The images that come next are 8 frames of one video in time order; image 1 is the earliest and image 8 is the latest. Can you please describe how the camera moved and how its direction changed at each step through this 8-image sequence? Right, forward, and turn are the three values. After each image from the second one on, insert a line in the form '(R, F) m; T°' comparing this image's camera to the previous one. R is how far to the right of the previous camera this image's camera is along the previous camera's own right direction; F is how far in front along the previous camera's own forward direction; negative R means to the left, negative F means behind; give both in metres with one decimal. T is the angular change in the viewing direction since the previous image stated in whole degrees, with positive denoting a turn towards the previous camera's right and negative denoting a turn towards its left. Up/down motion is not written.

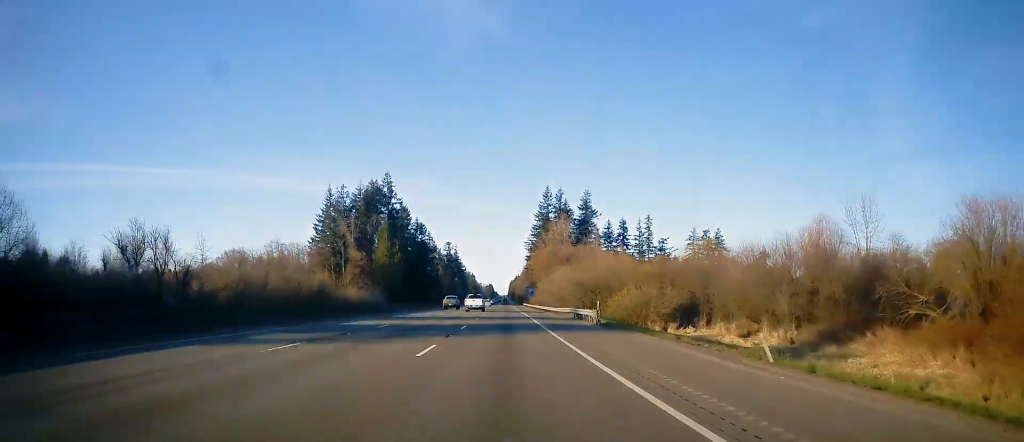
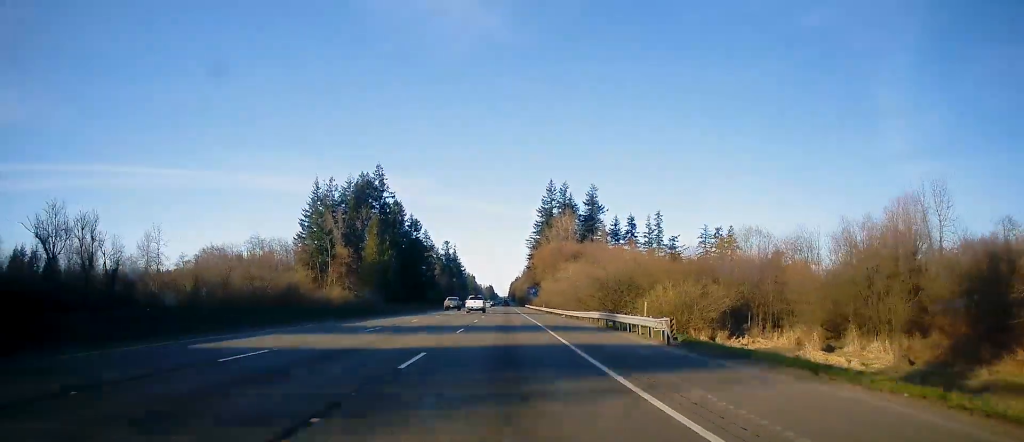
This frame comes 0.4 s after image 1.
(-0.2, +14.5) m; 0°
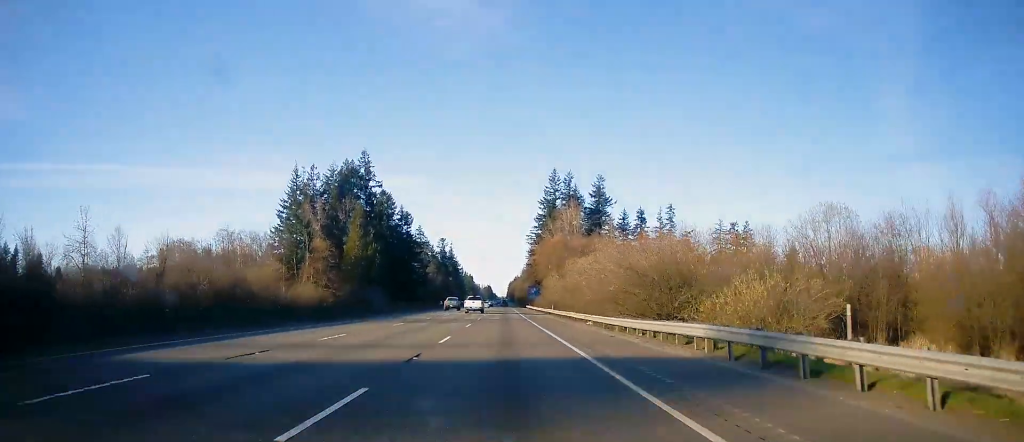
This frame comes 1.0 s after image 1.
(-0.2, +17.8) m; 0°
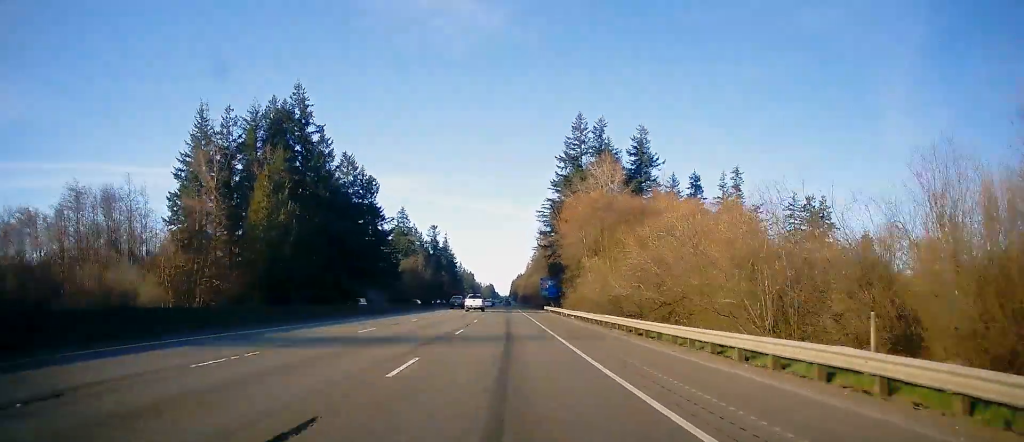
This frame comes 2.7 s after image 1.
(+0.8, +56.6) m; 0°
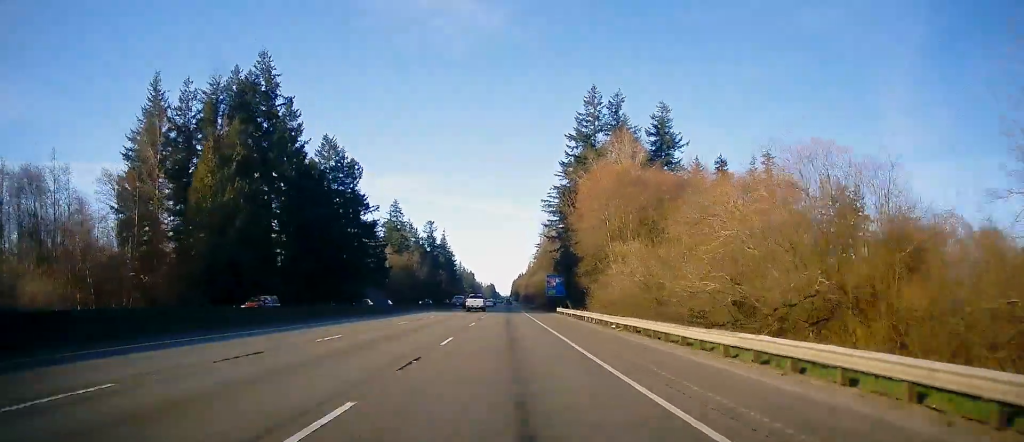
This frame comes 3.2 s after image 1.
(-0.1, +17.7) m; 0°
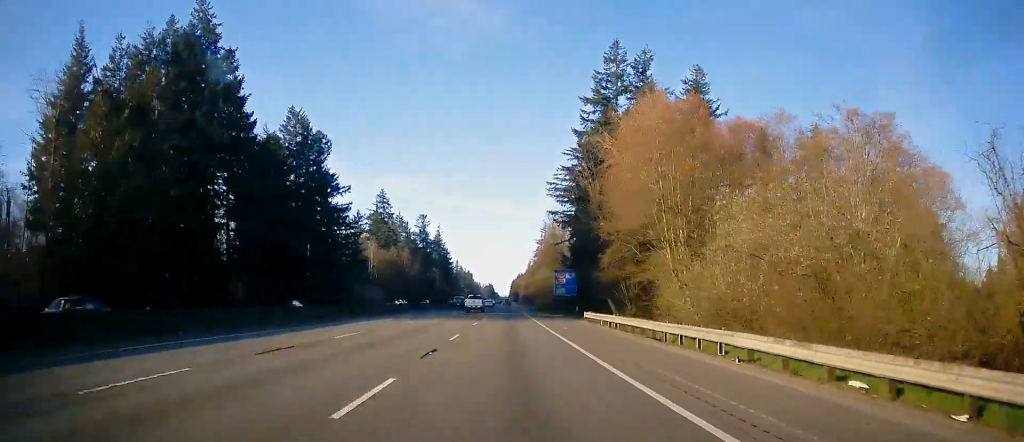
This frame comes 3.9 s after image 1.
(-0.3, +22.2) m; 0°
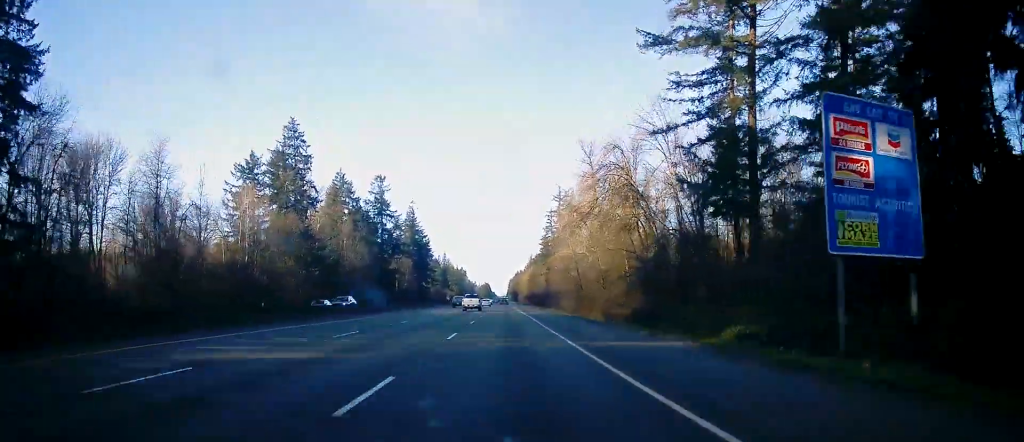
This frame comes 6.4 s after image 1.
(+0.9, +85.2) m; 0°
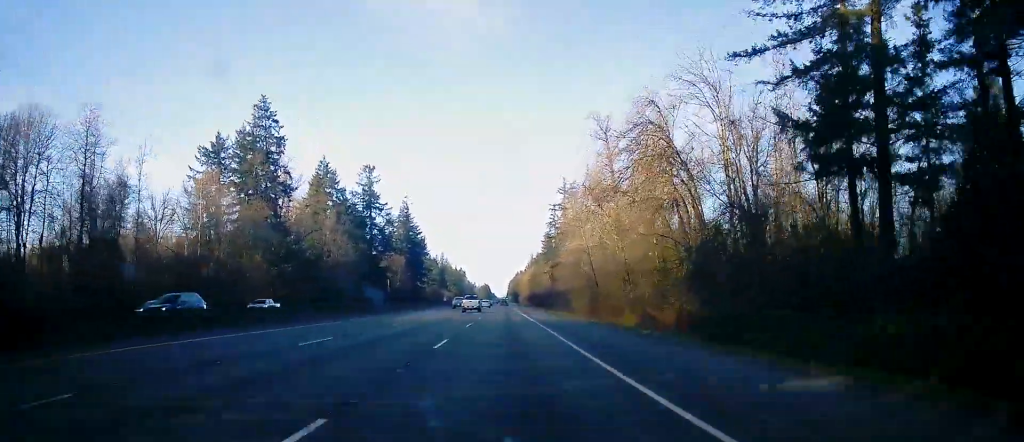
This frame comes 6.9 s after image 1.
(-0.2, +15.5) m; 0°
